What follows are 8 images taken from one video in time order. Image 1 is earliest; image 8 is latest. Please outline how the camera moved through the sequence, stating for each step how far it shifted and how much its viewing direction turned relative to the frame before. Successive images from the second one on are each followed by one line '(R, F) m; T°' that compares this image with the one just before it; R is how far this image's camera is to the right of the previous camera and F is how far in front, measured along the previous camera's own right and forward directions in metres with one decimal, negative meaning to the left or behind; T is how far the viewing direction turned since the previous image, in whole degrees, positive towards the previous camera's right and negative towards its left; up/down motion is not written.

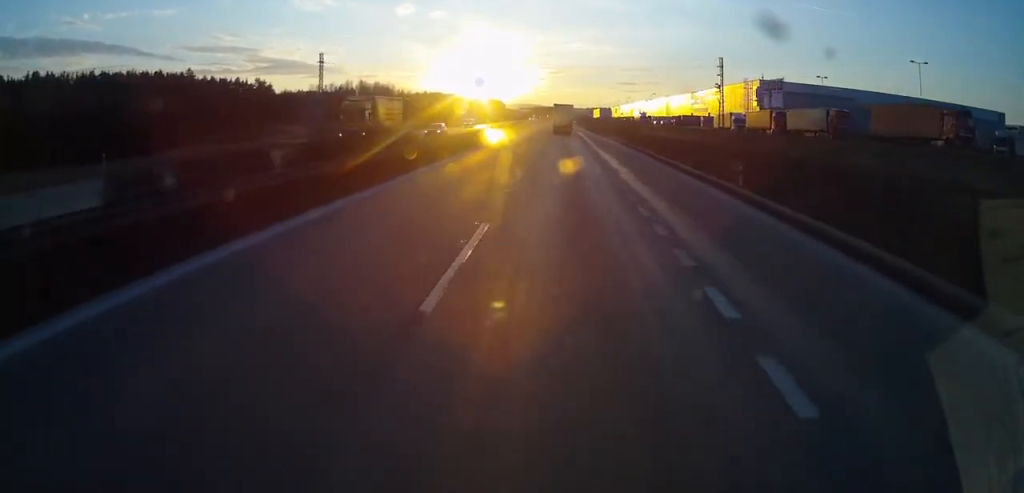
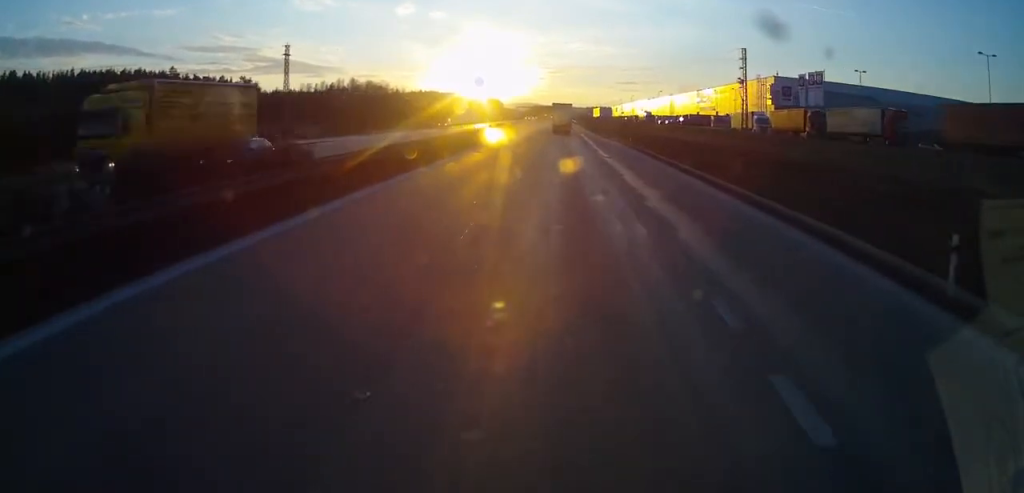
(0.0, +14.8) m; -1°
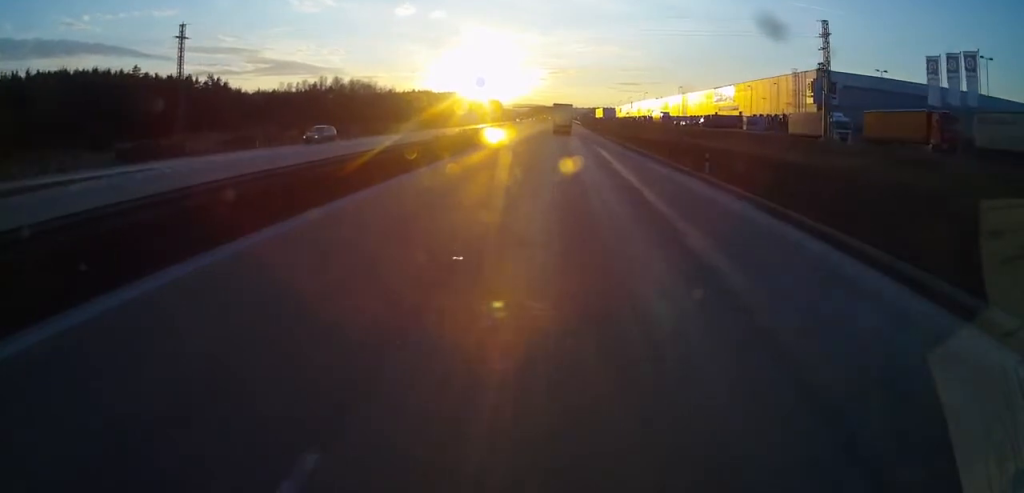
(-0.1, +31.2) m; 0°
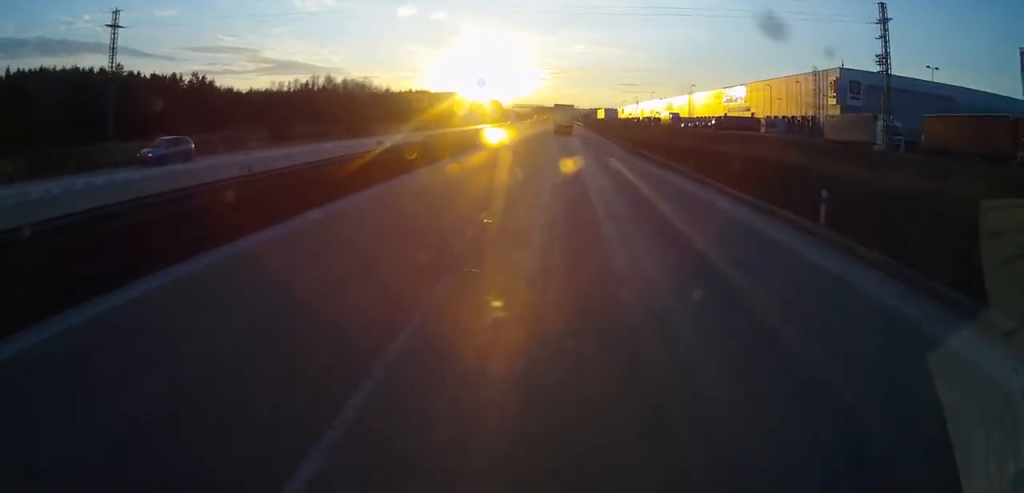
(+0.2, +13.2) m; 0°
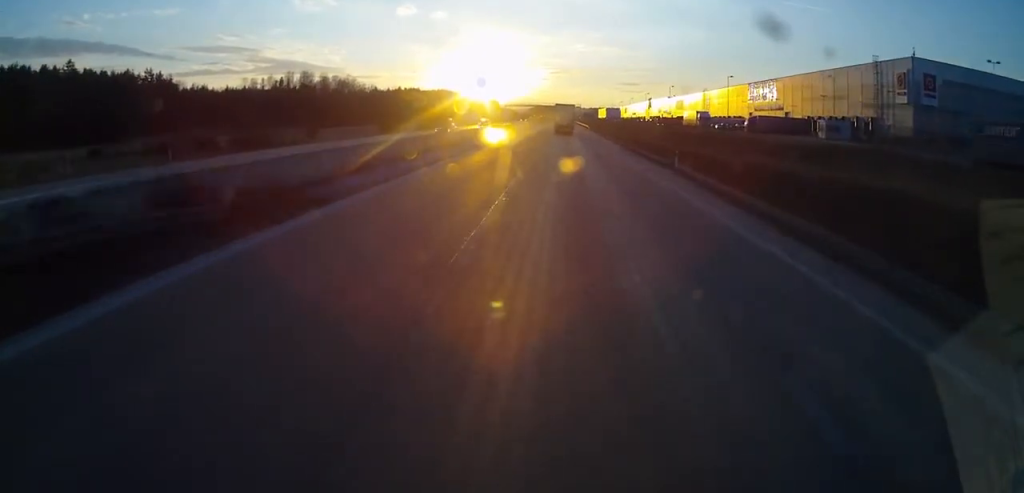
(-0.2, +32.7) m; 0°
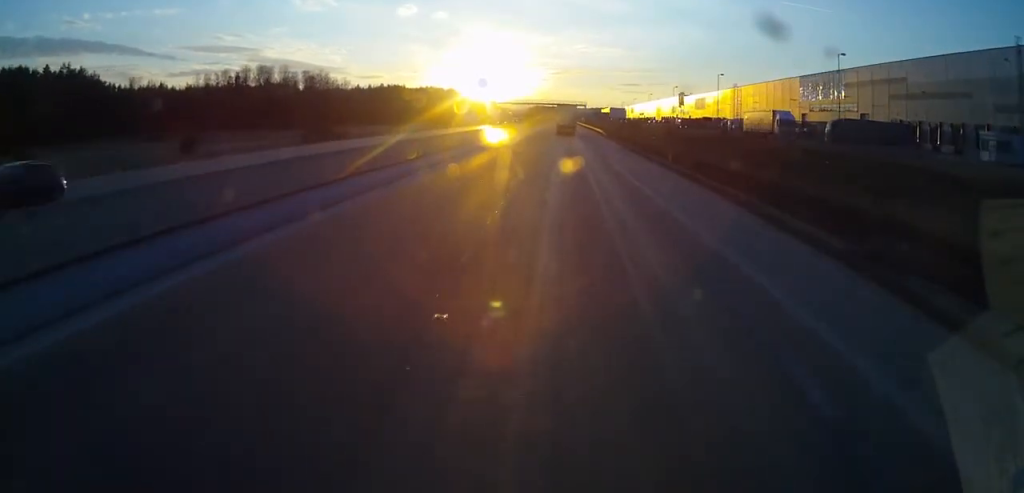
(0.0, +46.6) m; 0°
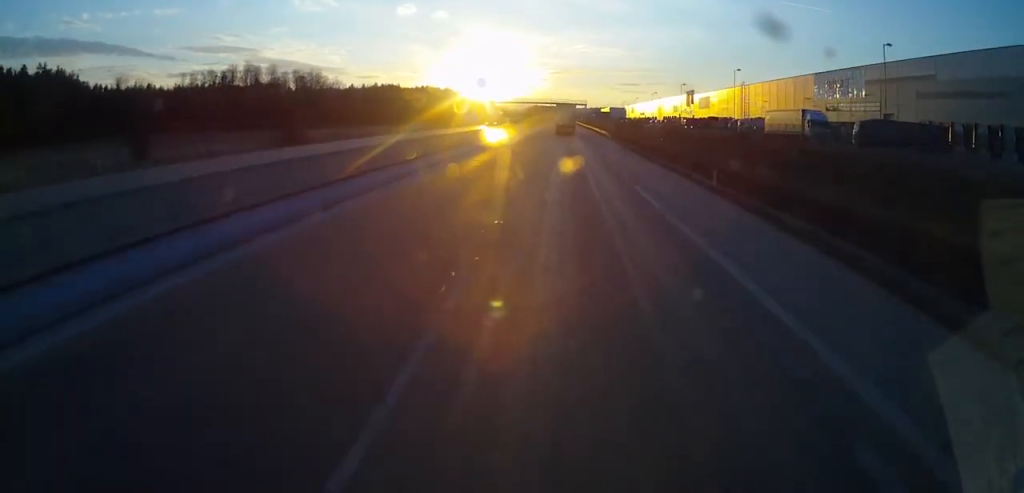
(+0.2, +10.9) m; 0°
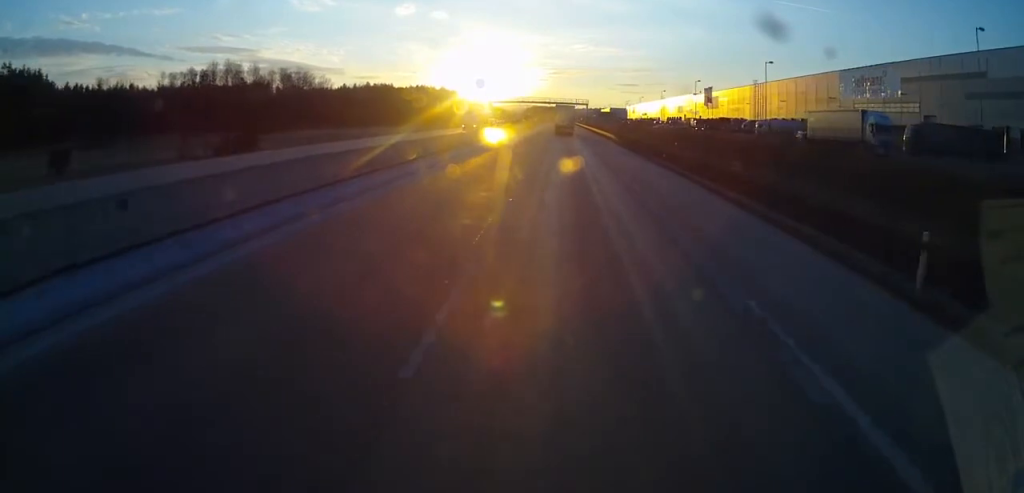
(-0.2, +15.5) m; 0°
